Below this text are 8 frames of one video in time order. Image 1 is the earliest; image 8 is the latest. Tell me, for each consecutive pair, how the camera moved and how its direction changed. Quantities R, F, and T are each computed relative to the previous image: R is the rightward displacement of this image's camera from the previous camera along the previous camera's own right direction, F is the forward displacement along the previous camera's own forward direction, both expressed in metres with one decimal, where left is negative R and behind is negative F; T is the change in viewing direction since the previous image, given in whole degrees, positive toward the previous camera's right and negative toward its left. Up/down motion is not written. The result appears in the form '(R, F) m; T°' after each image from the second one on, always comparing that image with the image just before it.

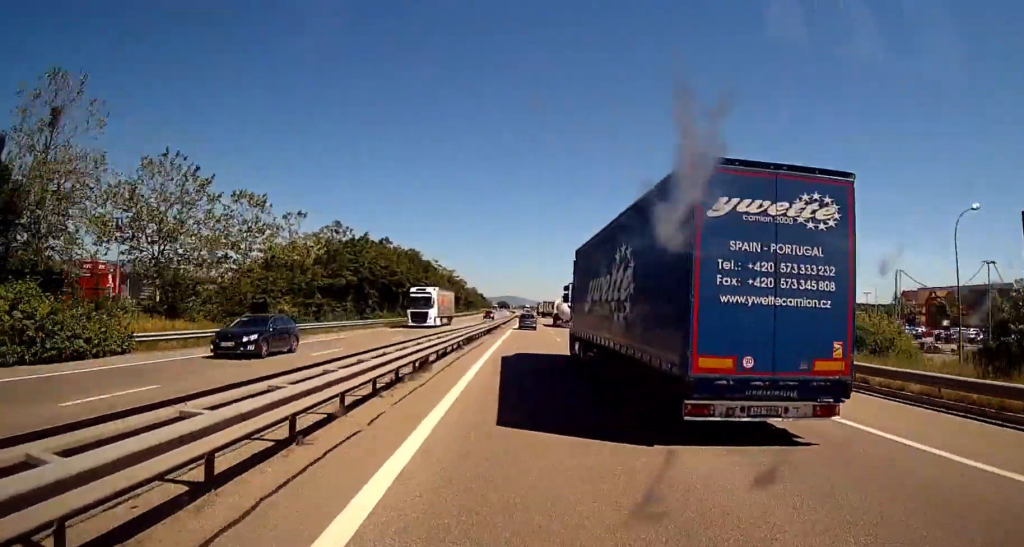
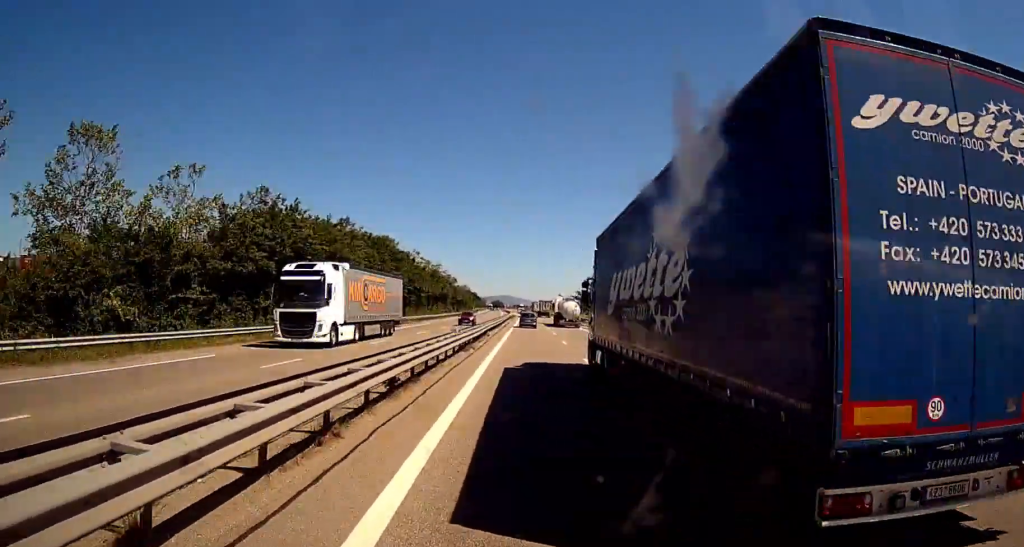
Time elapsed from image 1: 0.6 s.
(0.0, +17.1) m; 0°
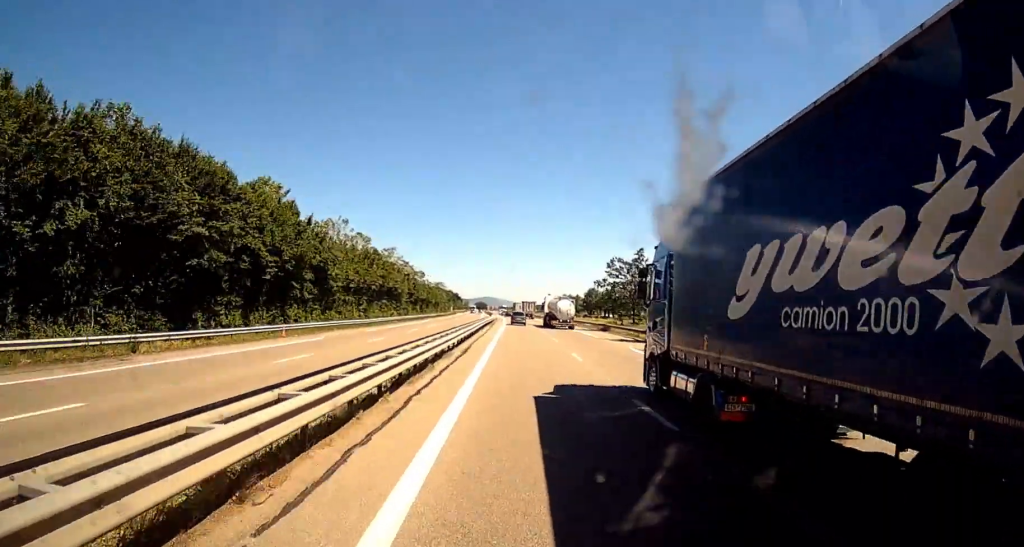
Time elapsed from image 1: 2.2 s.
(0.0, +39.5) m; 0°
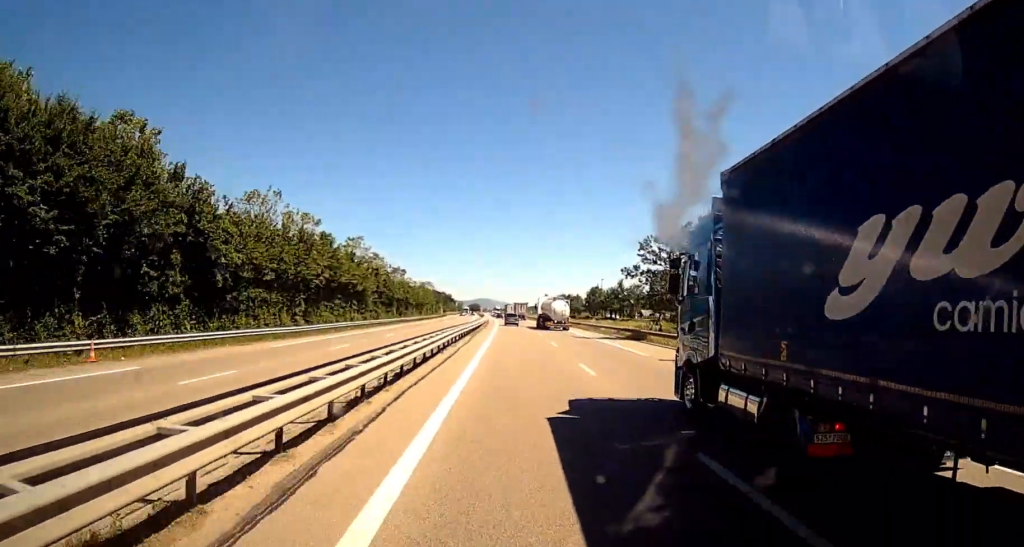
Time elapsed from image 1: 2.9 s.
(0.0, +18.1) m; 0°
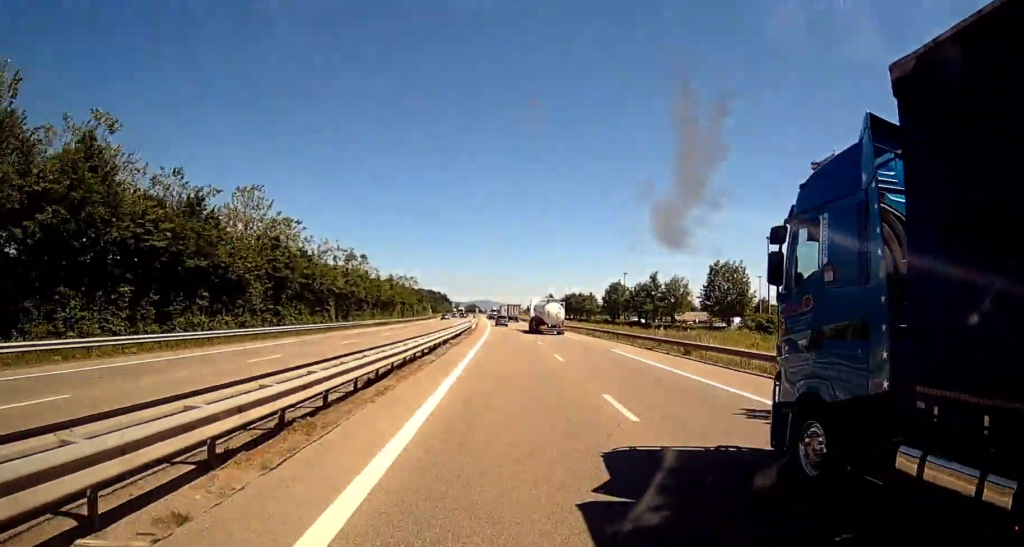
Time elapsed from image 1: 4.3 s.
(0.0, +33.0) m; 0°
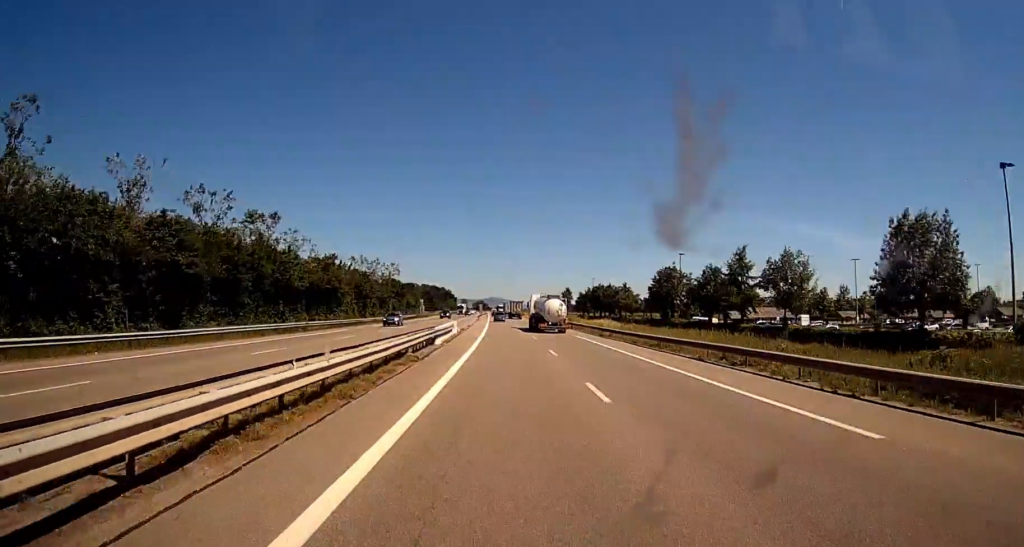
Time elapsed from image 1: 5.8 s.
(+0.1, +36.6) m; 0°
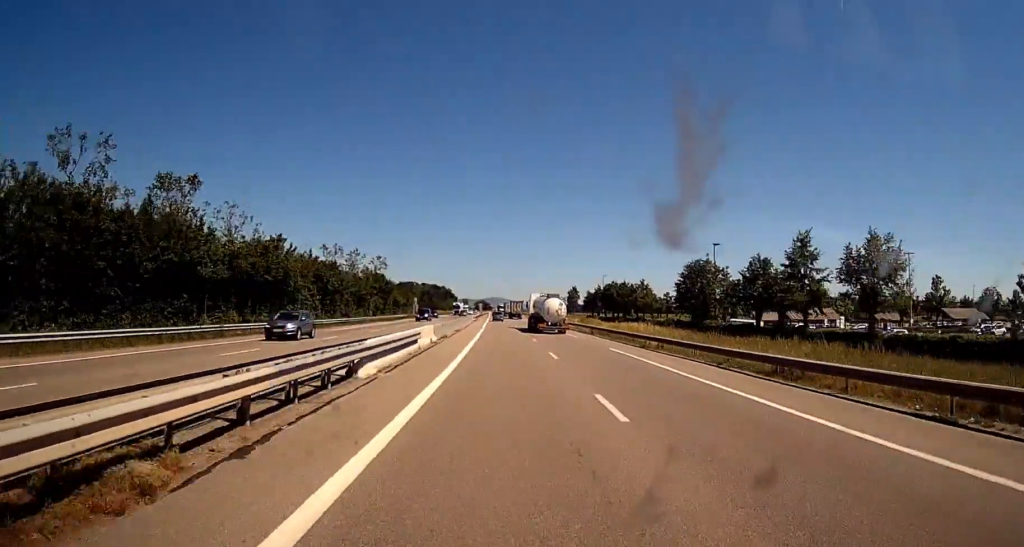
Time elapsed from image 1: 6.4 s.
(0.0, +14.8) m; 0°
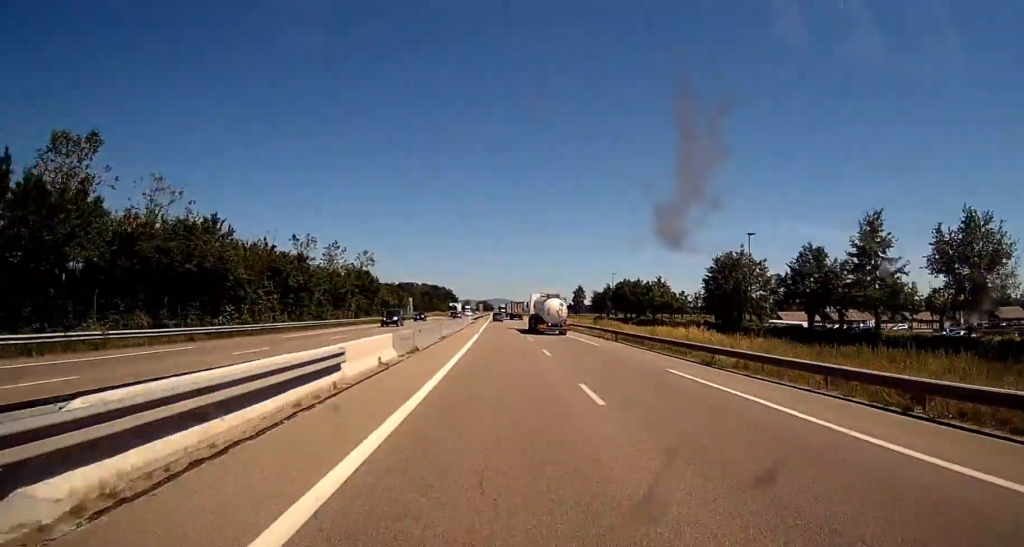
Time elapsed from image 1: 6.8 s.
(0.0, +11.6) m; 0°
